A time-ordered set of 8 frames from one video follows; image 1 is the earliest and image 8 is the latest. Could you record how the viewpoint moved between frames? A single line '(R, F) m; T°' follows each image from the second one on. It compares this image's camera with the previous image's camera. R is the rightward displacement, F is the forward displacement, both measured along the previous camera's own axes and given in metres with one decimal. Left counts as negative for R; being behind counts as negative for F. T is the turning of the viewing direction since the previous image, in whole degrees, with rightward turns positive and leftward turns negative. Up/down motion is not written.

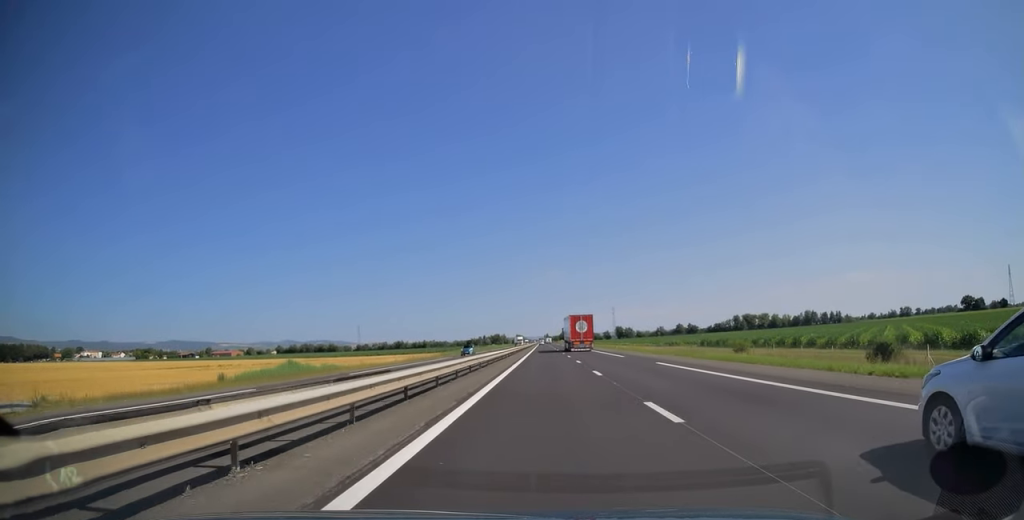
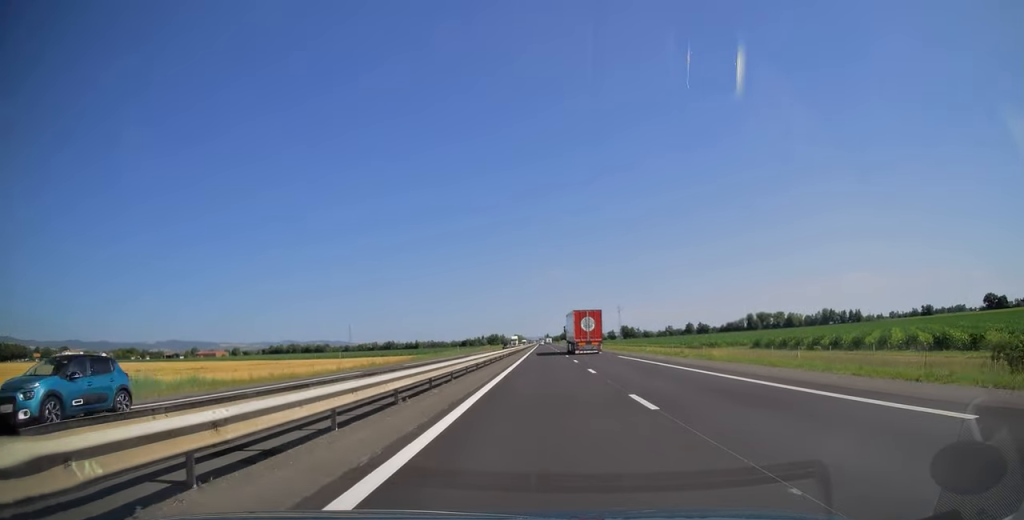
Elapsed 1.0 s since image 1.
(0.0, +37.1) m; 0°
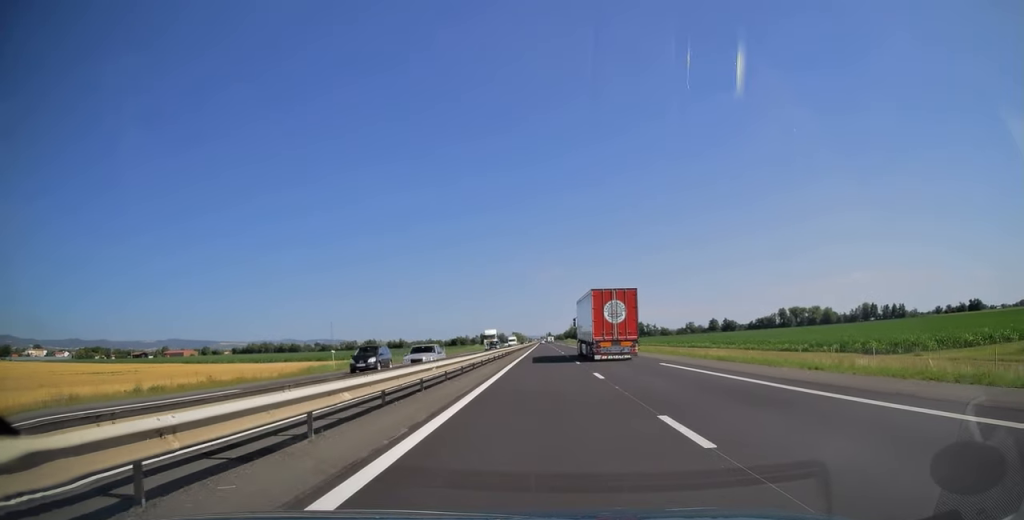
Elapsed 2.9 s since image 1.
(-0.2, +69.0) m; 0°
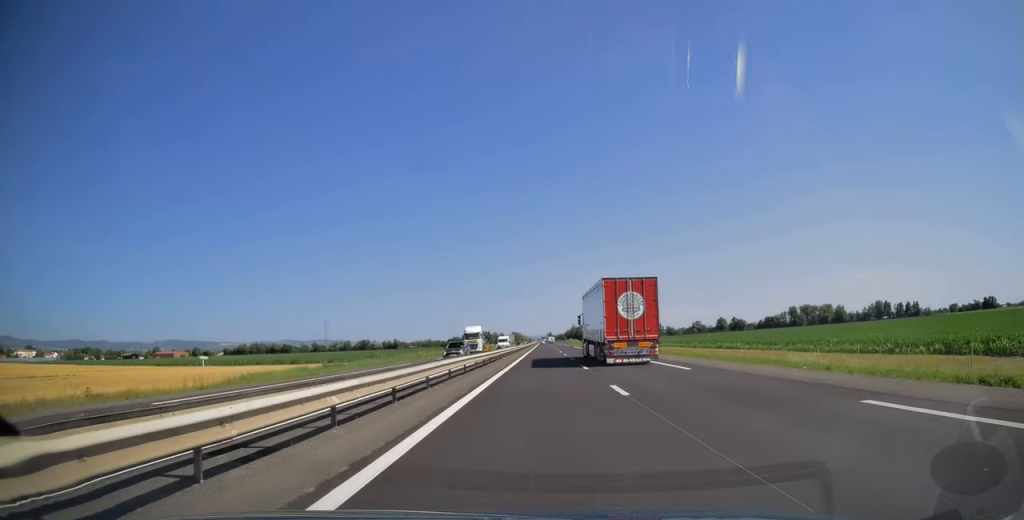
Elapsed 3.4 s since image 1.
(0.0, +19.0) m; 0°
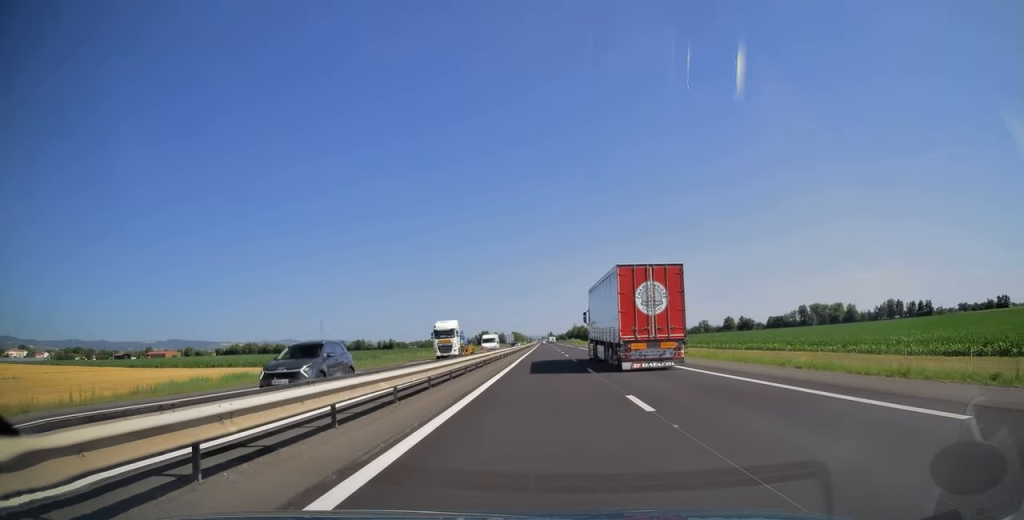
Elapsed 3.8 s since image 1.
(0.0, +16.0) m; 0°
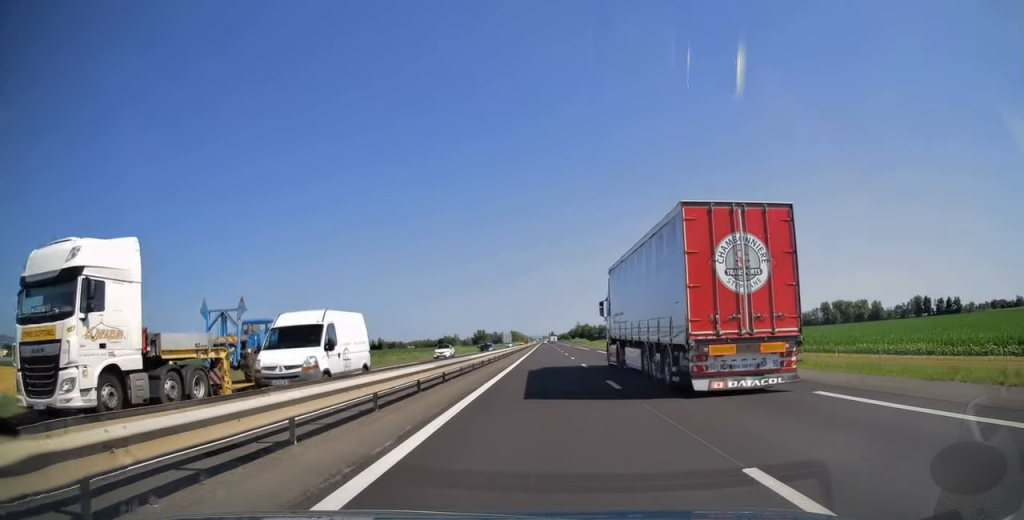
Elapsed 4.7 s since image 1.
(-0.1, +33.7) m; 0°
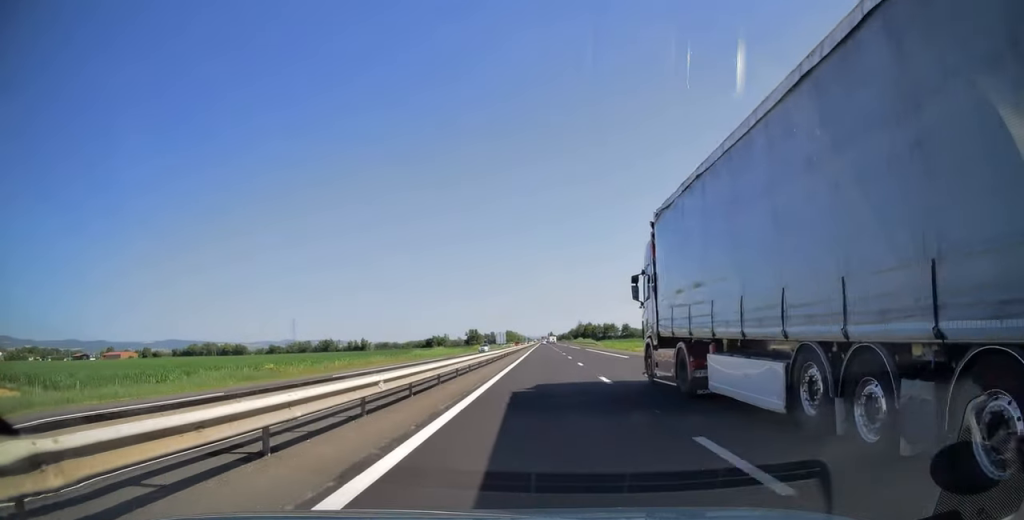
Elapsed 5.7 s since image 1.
(+0.1, +36.8) m; 0°
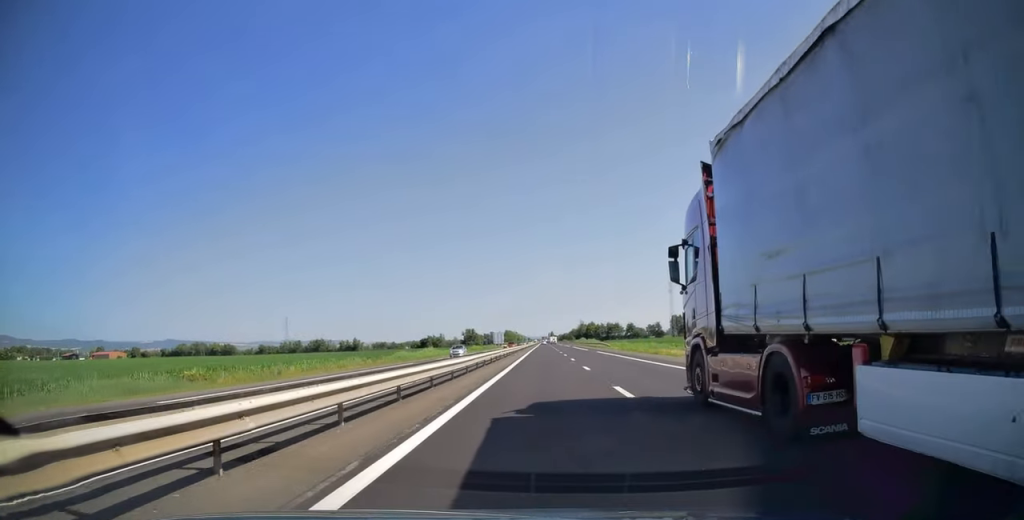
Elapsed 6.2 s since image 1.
(0.0, +17.2) m; 0°
